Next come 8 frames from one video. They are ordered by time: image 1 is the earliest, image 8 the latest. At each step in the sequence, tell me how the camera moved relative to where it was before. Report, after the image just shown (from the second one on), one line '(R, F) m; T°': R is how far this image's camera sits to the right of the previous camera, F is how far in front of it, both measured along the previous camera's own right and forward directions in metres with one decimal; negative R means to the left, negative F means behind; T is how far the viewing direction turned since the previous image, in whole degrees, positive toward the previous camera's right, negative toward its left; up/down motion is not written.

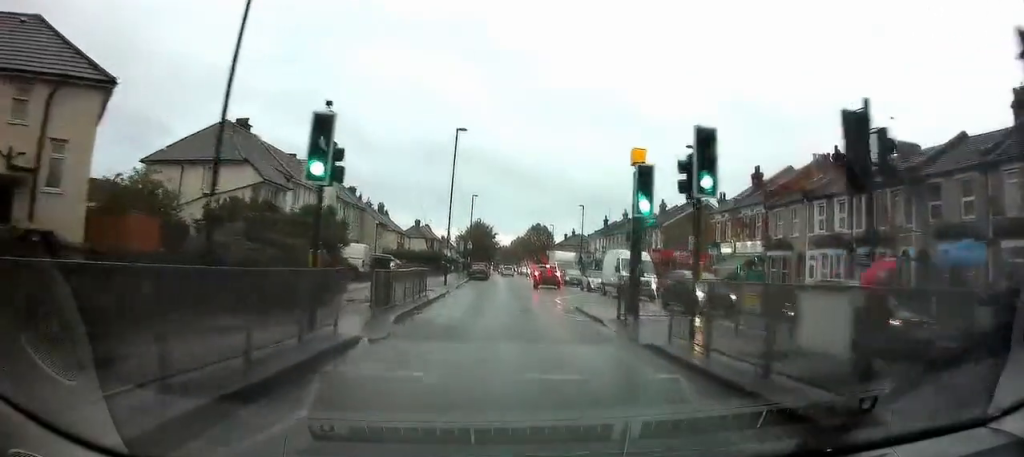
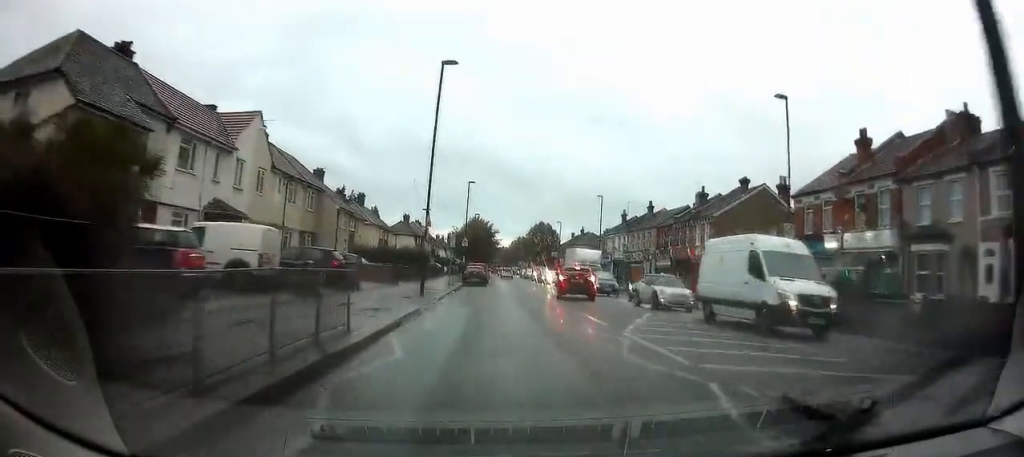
(-0.1, +12.8) m; -2°
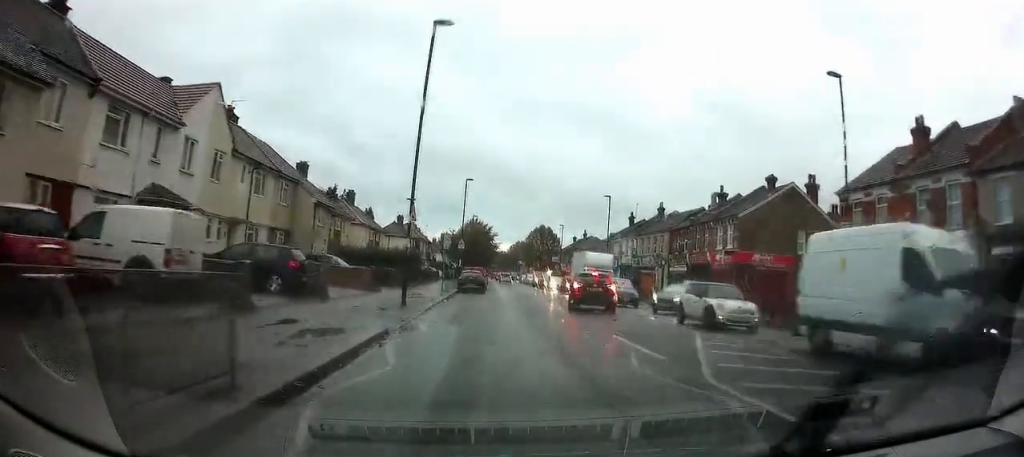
(0.0, +4.7) m; +1°
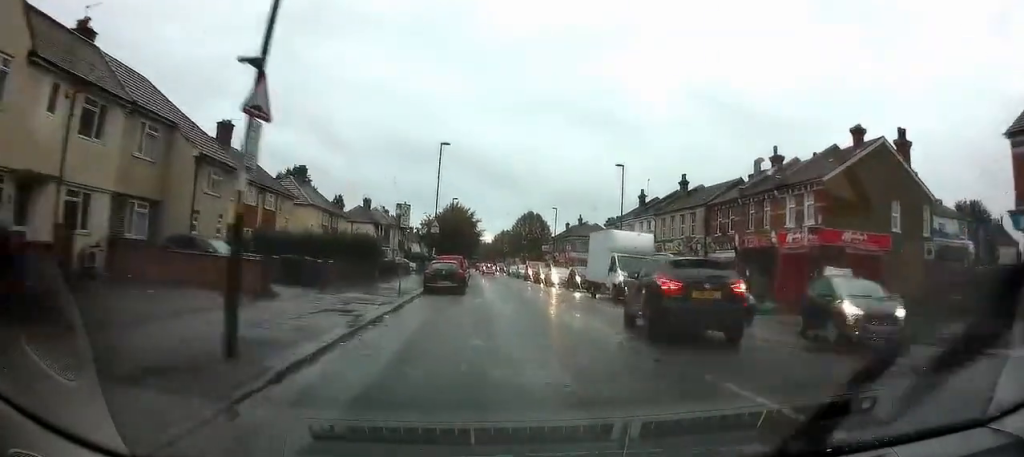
(+0.4, +12.7) m; +4°
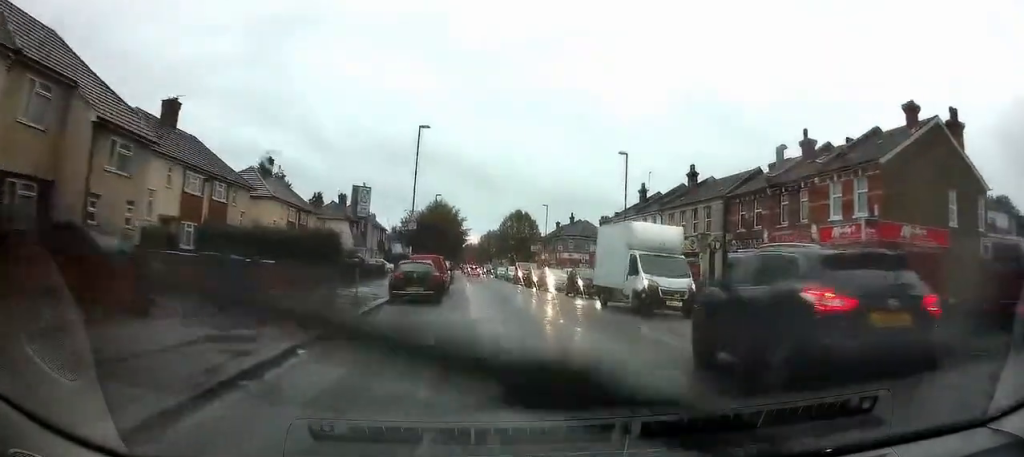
(+0.1, +5.7) m; +1°
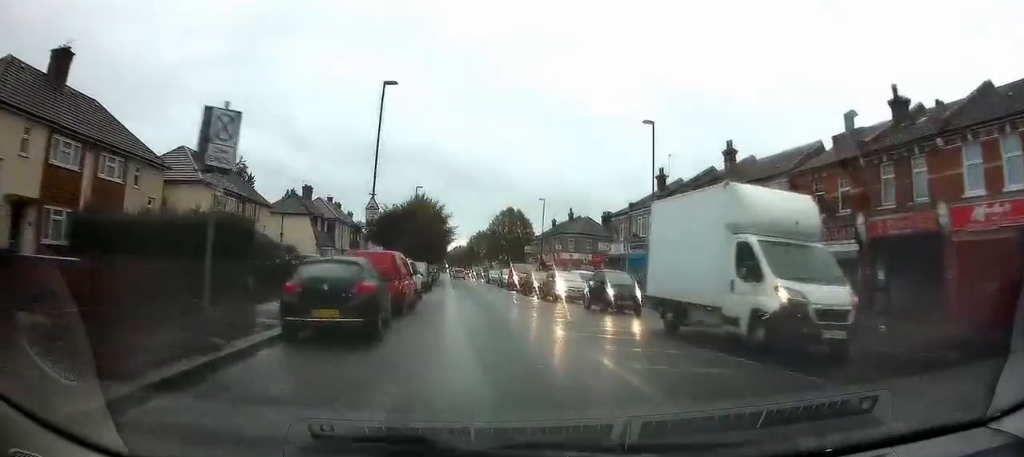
(+0.1, +9.5) m; +1°
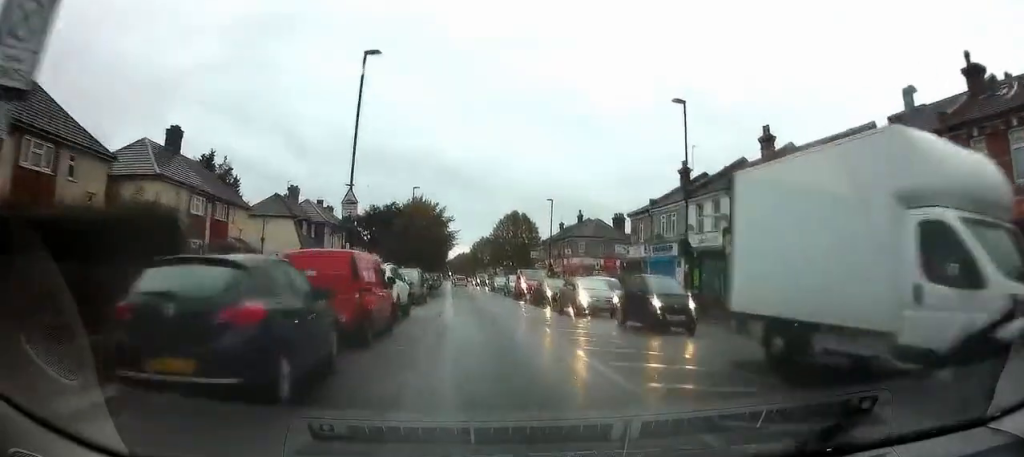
(0.0, +5.0) m; 0°
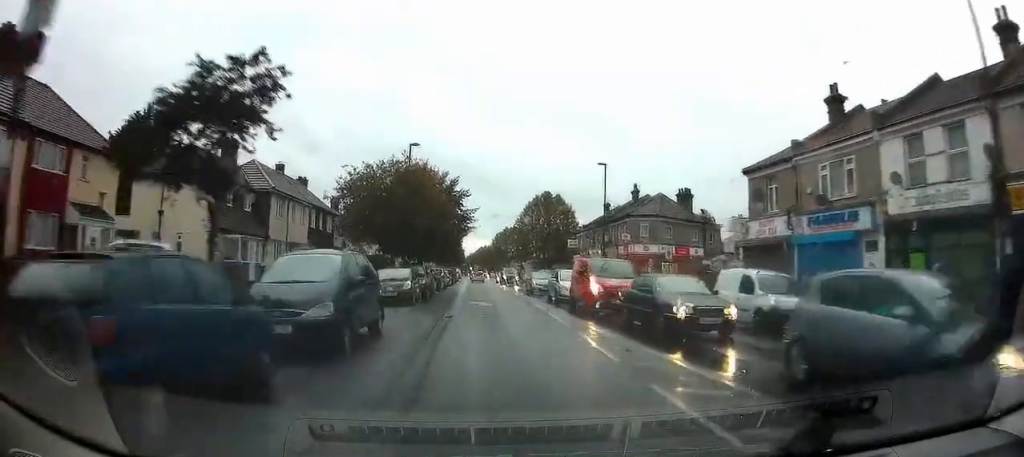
(+0.1, +17.4) m; 0°
